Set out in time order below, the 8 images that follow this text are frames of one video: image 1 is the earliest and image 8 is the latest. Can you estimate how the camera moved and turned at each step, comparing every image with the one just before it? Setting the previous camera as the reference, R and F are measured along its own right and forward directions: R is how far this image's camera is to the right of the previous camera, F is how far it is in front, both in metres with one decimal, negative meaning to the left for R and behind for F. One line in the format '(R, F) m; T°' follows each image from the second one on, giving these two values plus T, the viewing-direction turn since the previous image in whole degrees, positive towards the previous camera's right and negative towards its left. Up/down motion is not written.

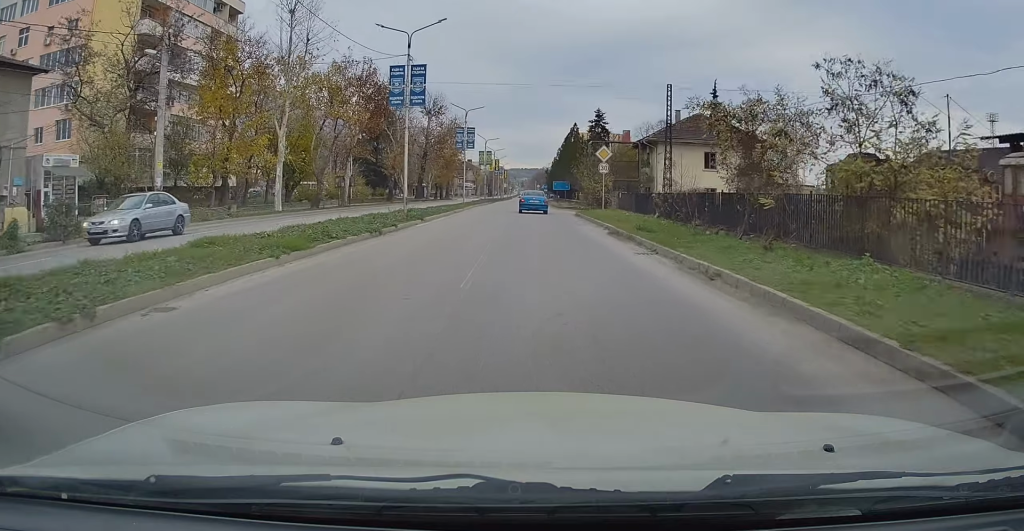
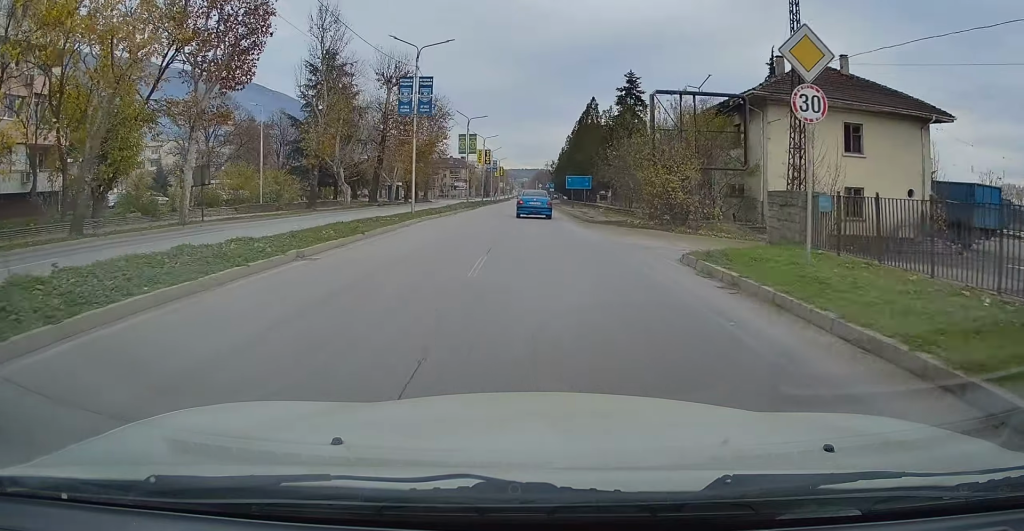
(0.0, +26.8) m; 0°
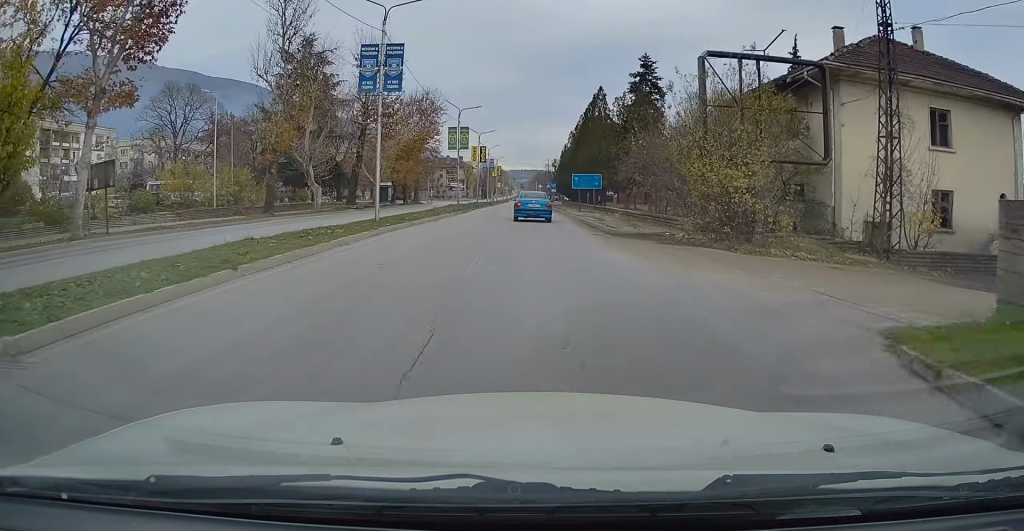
(0.0, +7.8) m; 0°
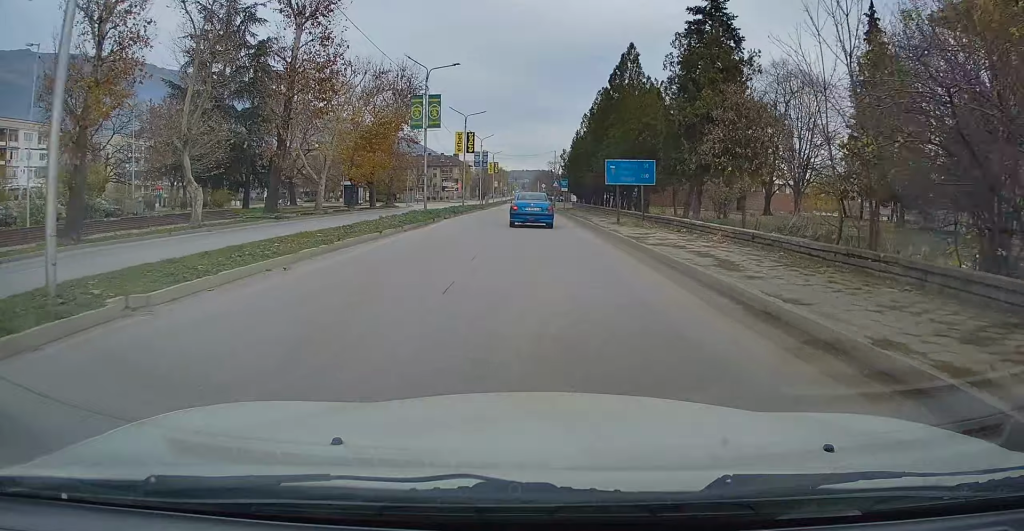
(0.0, +18.8) m; 0°
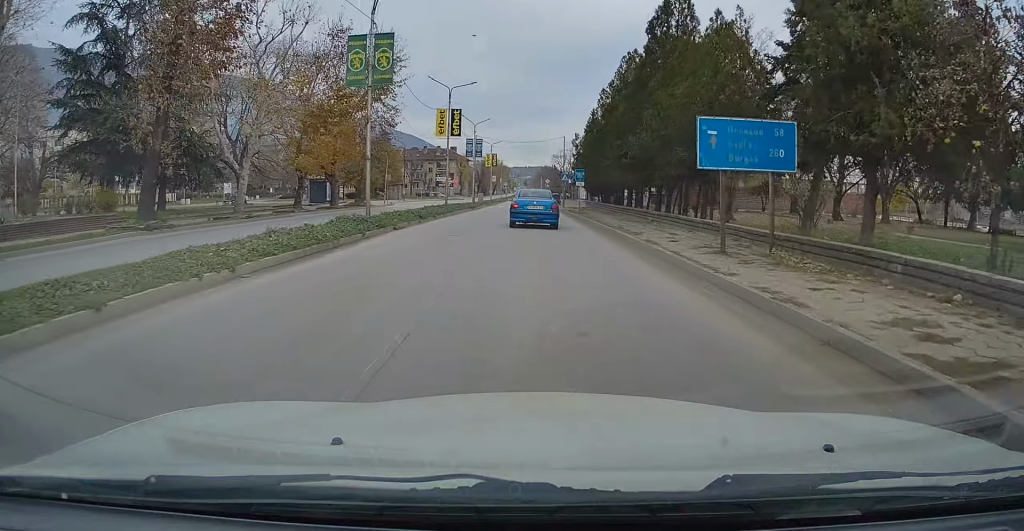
(0.0, +14.0) m; 0°
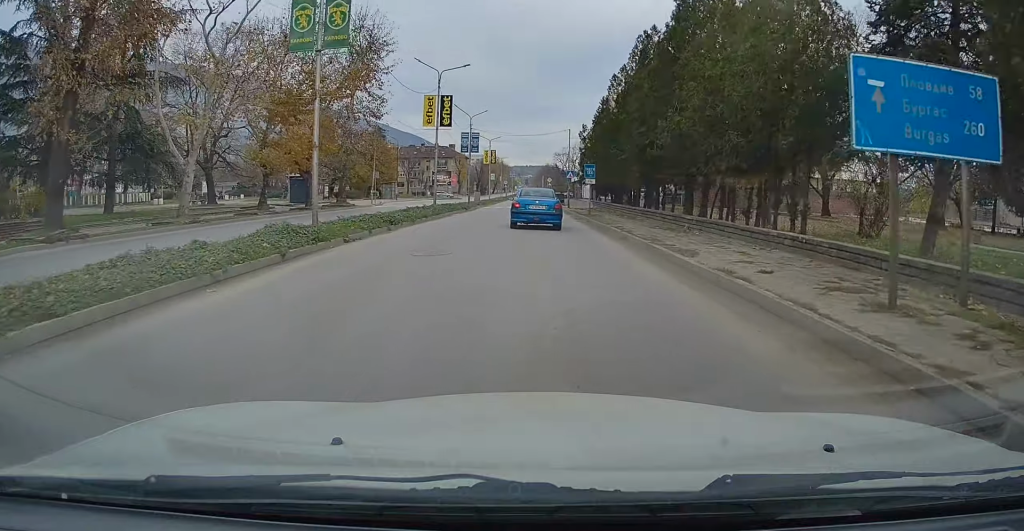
(0.0, +6.1) m; 0°
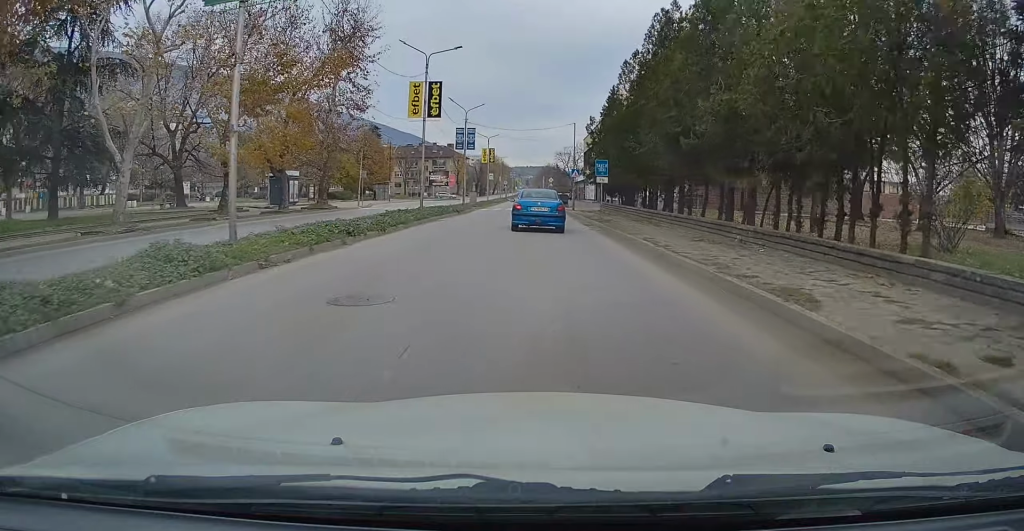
(0.0, +5.2) m; 0°
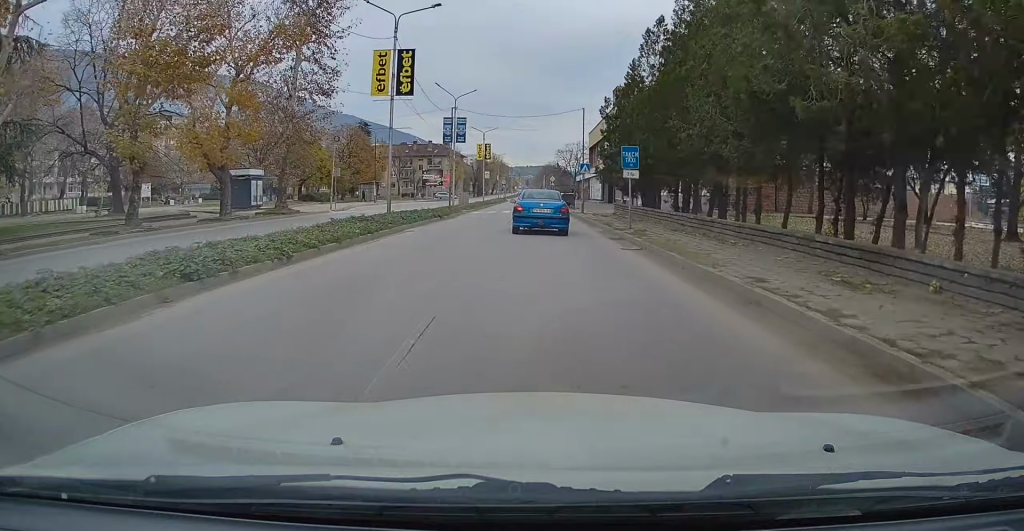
(0.0, +8.2) m; 0°
